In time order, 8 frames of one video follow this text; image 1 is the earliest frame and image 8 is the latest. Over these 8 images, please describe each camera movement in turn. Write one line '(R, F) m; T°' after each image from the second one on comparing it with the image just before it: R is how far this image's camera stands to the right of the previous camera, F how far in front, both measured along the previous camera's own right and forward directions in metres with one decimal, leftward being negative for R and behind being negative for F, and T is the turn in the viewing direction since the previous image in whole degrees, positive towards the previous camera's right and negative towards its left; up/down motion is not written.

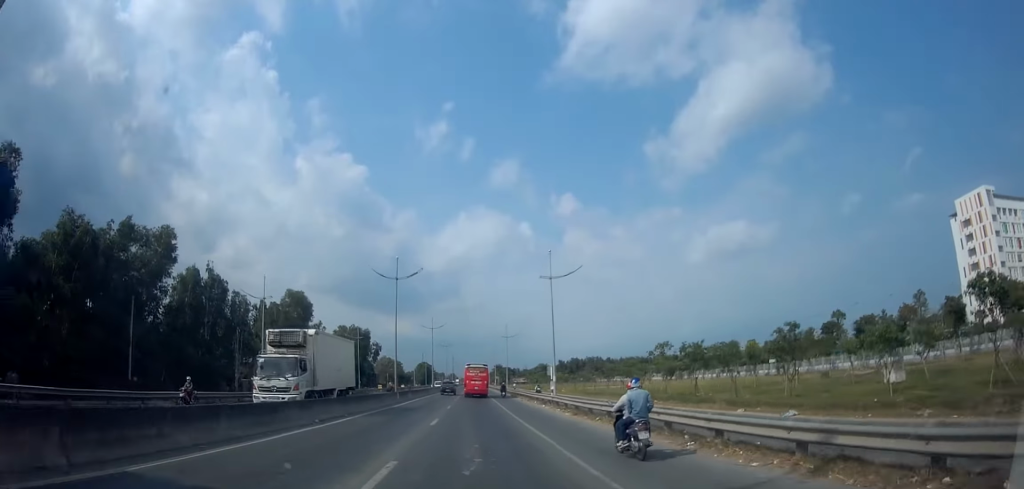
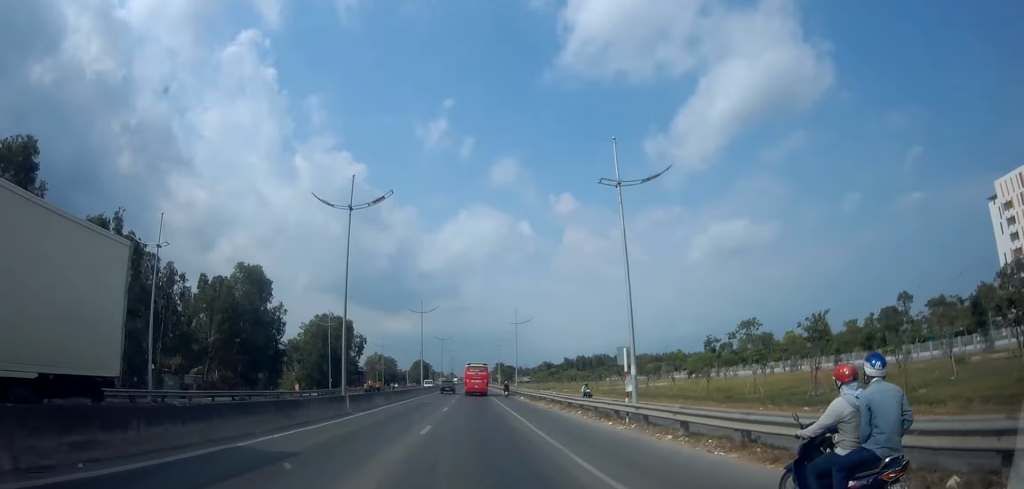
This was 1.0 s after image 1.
(-0.1, +16.4) m; 0°
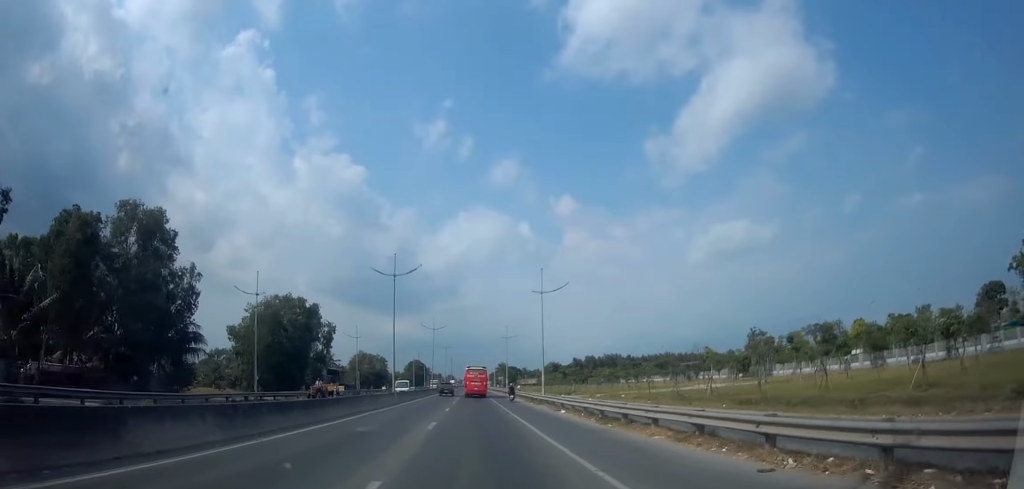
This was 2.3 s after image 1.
(-0.1, +22.4) m; 0°
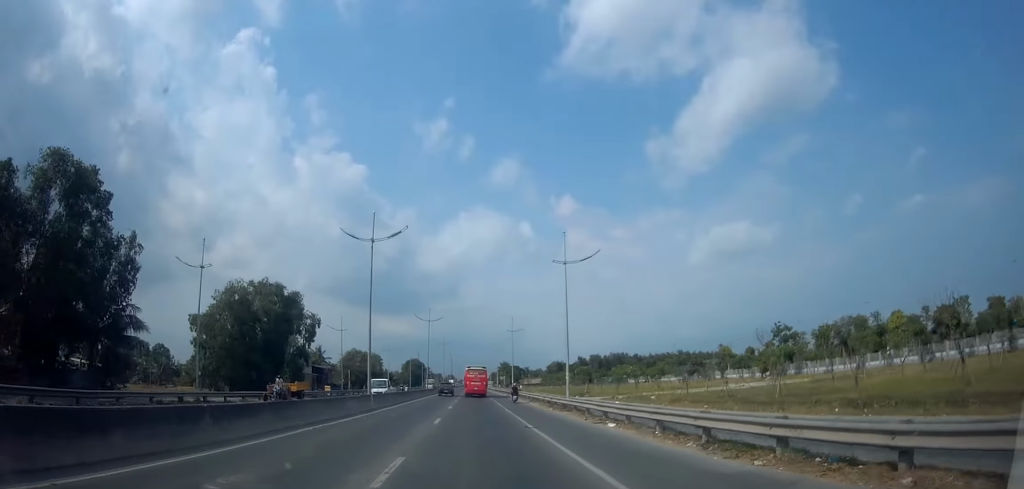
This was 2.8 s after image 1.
(0.0, +9.4) m; 0°
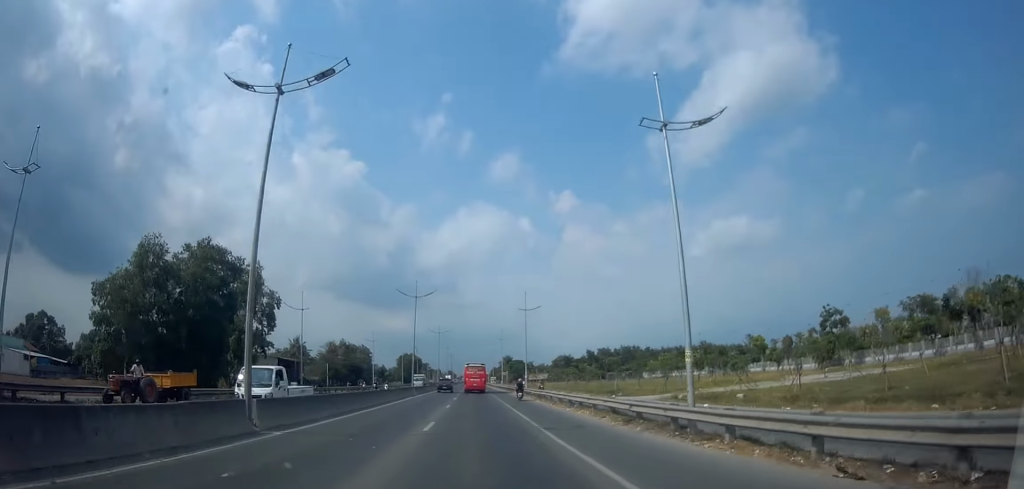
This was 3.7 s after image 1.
(0.0, +16.5) m; 0°
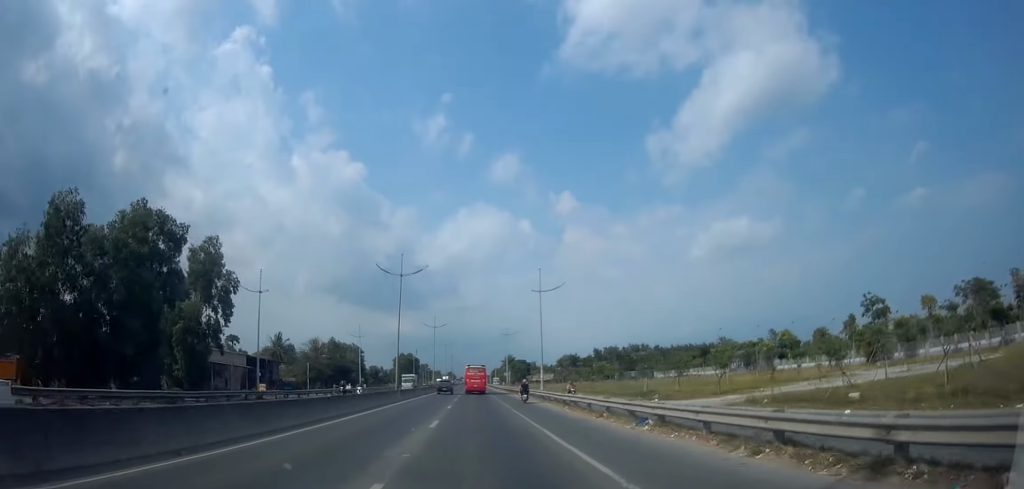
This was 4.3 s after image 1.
(0.0, +10.8) m; 0°
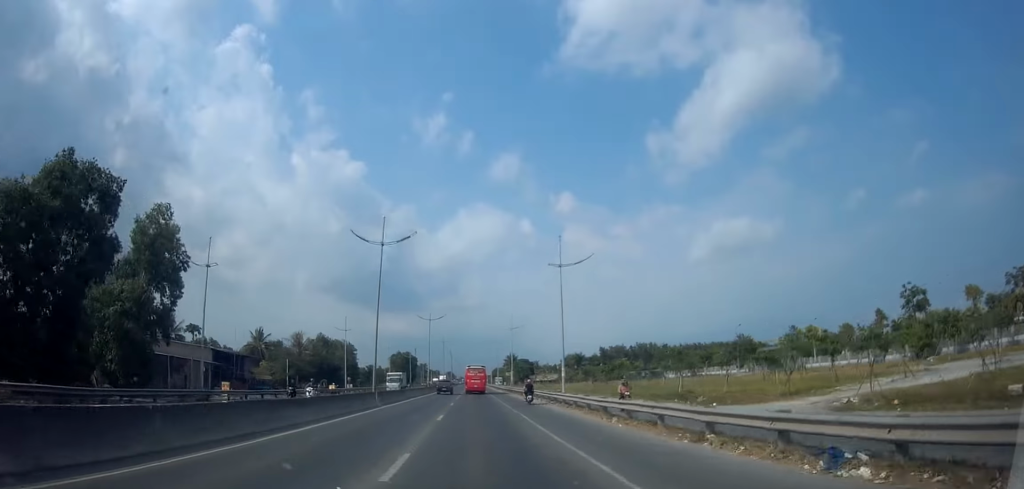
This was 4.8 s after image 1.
(0.0, +8.9) m; 0°
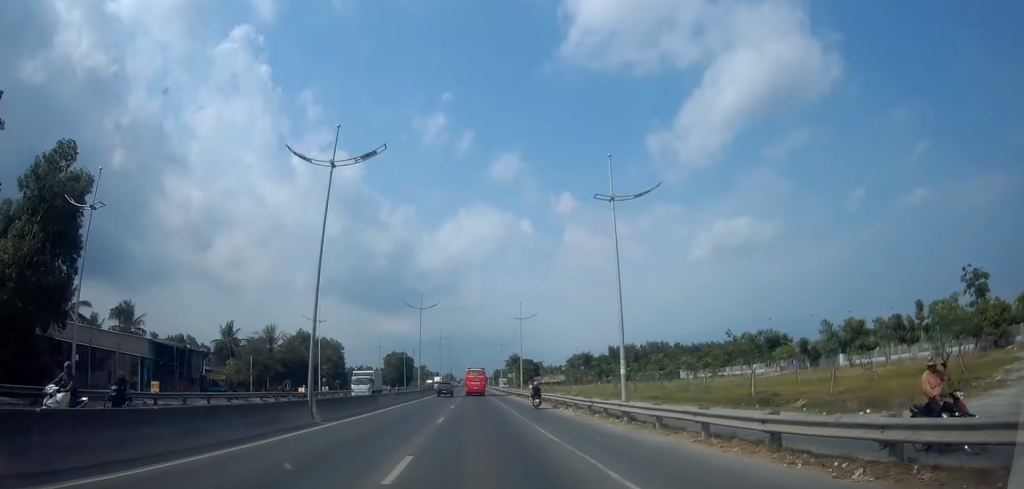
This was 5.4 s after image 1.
(0.0, +11.9) m; 0°
